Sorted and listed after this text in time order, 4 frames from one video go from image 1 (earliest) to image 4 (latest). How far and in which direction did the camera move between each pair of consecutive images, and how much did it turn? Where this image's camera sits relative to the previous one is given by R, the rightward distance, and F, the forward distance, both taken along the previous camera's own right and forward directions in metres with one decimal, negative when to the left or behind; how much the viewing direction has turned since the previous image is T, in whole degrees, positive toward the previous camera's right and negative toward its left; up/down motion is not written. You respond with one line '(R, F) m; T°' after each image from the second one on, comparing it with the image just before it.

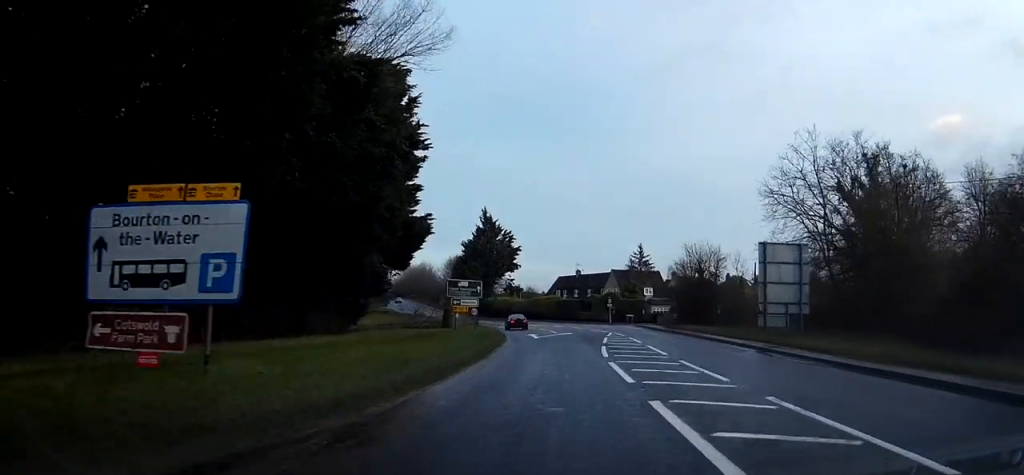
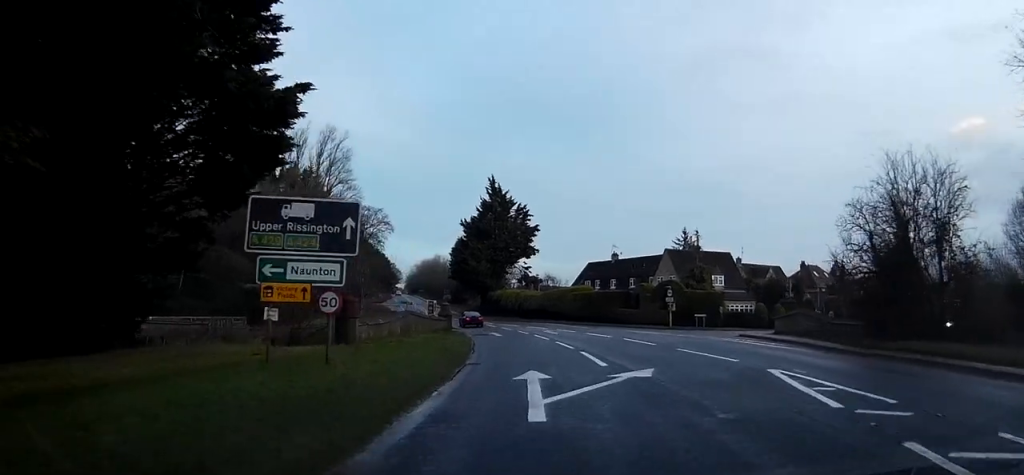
(+0.2, +31.3) m; -1°
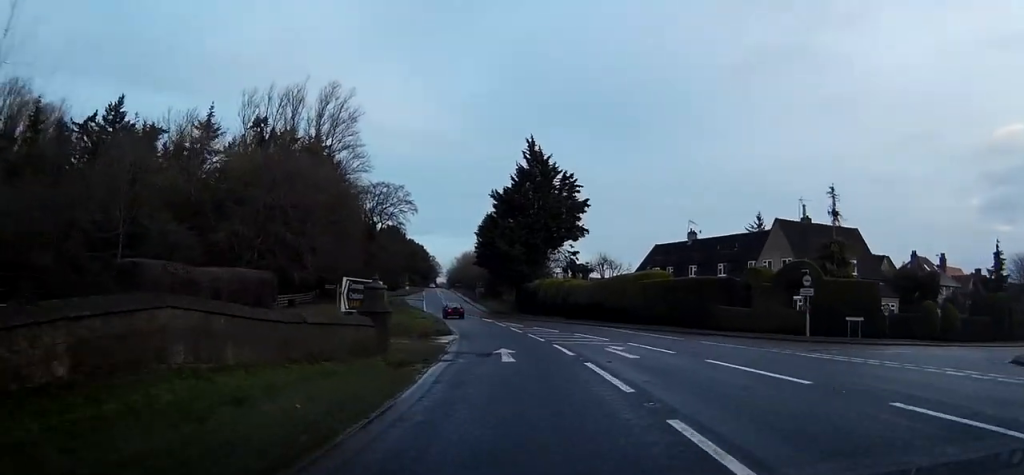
(-0.6, +23.8) m; -2°
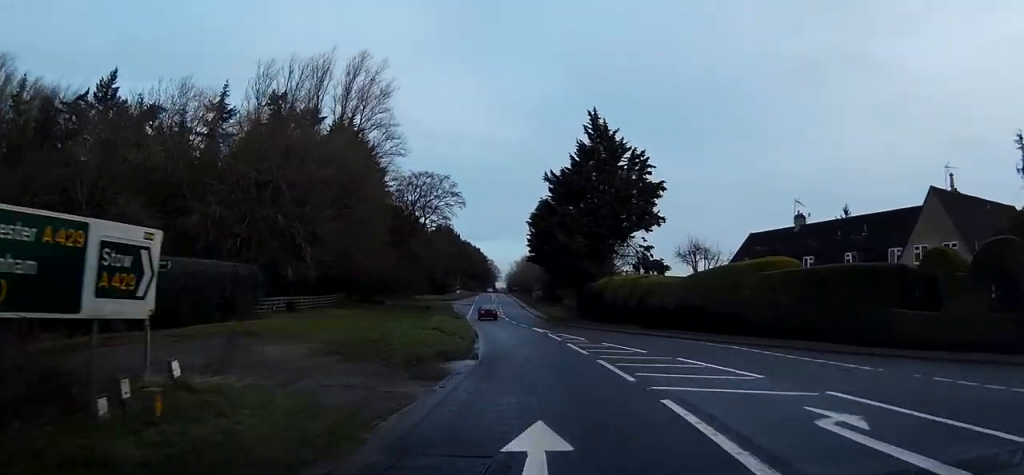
(-0.2, +15.4) m; -2°
